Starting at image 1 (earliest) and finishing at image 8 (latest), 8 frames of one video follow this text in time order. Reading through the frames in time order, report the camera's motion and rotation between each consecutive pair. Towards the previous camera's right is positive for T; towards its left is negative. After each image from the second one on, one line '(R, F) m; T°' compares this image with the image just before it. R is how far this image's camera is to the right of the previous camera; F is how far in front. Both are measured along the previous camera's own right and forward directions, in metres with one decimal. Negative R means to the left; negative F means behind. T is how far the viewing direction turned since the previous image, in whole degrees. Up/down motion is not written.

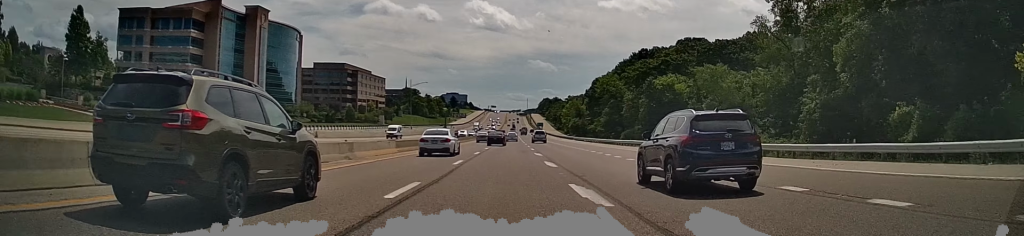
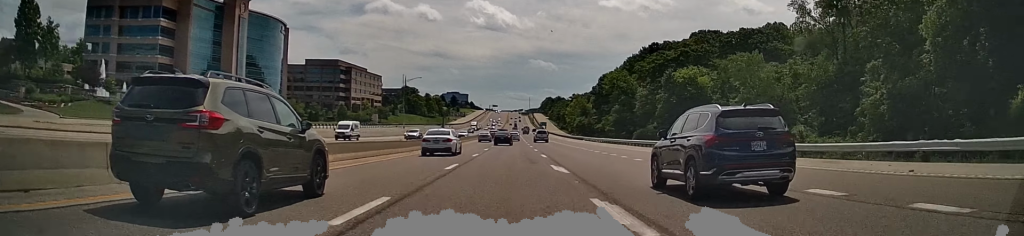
(+0.1, +16.0) m; 0°
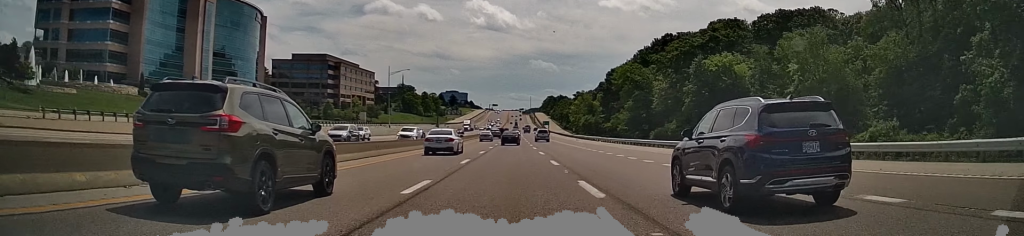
(0.0, +20.1) m; 0°
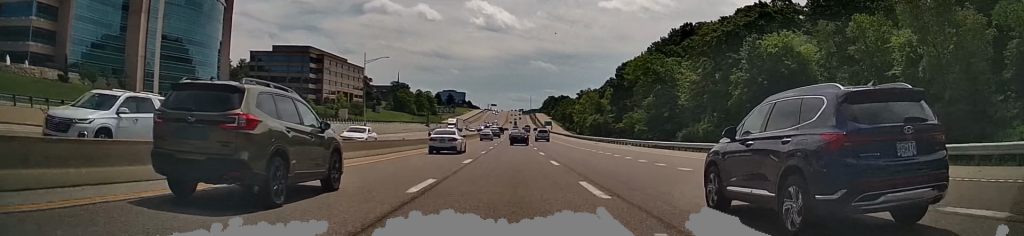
(0.0, +24.3) m; 0°
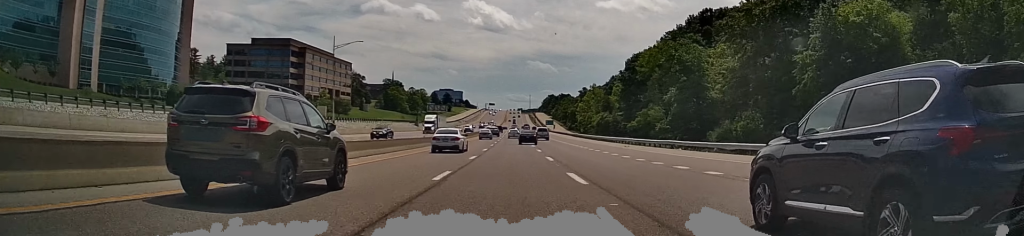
(-0.1, +21.1) m; 0°
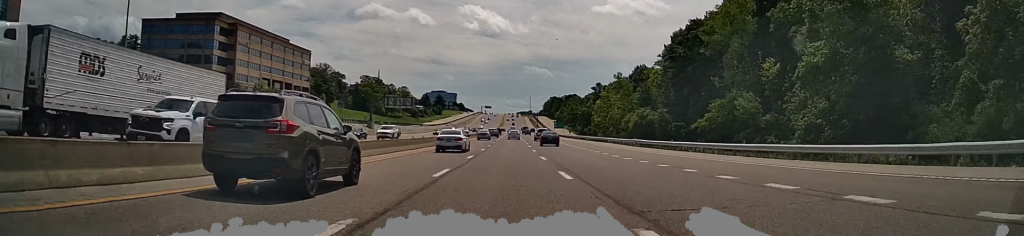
(0.0, +59.2) m; 0°
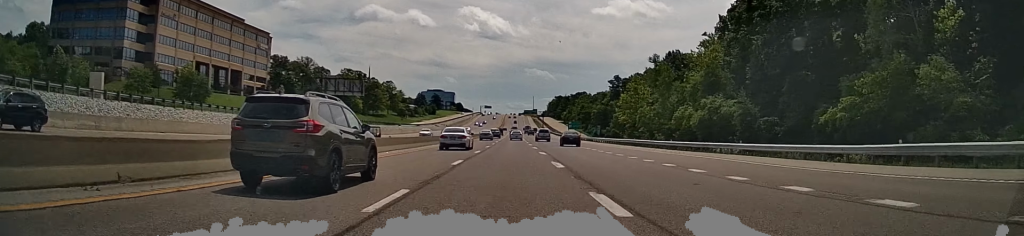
(+0.1, +43.8) m; 0°
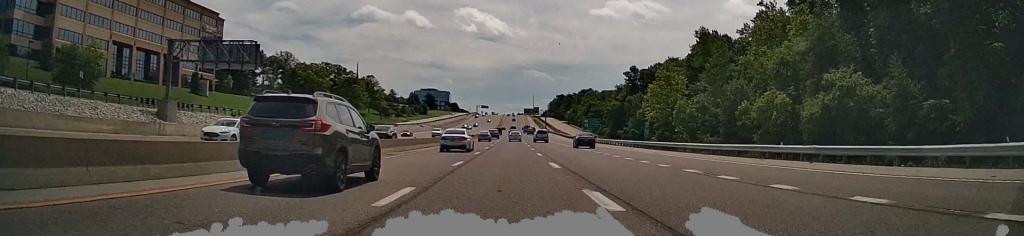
(+0.1, +35.6) m; 0°
